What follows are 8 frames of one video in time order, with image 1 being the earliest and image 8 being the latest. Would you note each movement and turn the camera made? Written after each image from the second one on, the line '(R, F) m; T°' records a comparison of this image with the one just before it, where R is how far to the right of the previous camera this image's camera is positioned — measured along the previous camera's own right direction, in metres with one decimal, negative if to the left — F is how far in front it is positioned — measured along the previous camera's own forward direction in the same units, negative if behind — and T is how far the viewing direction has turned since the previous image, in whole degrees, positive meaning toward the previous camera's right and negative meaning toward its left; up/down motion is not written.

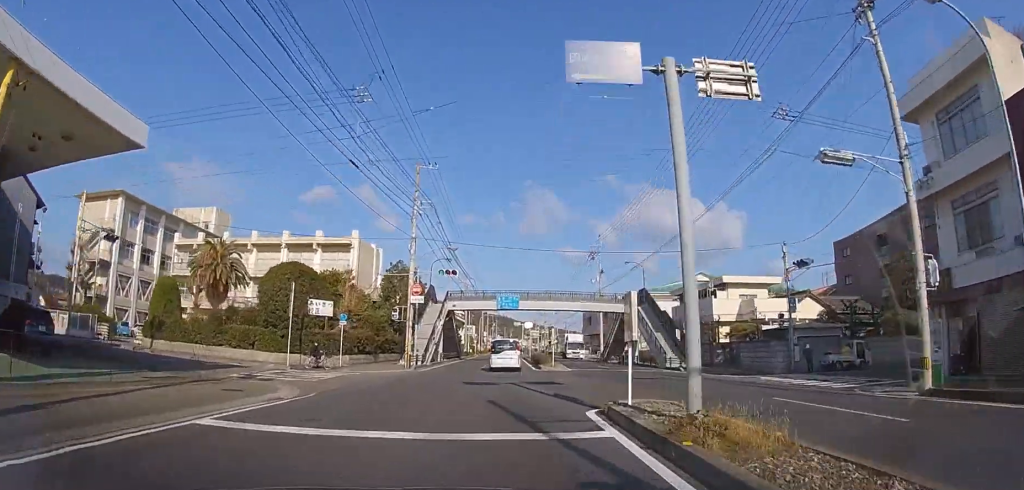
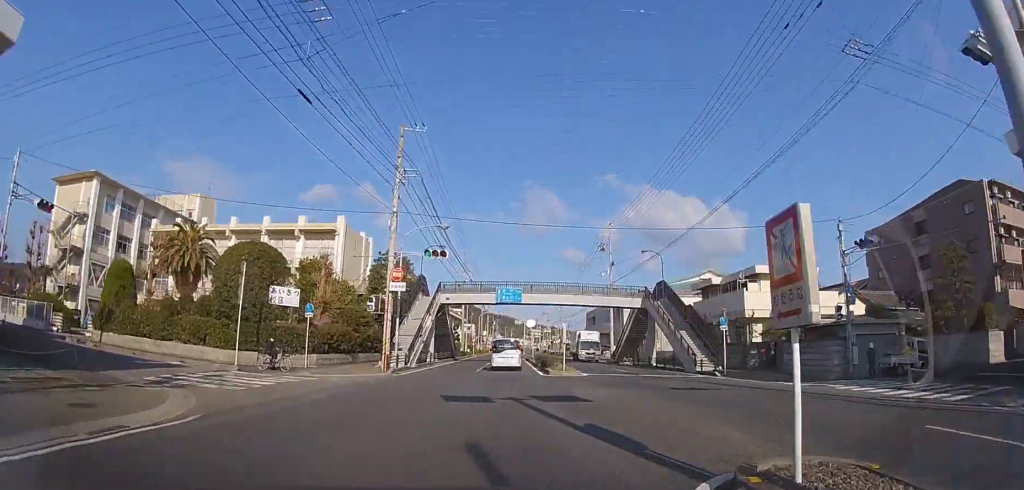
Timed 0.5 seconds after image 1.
(0.0, +5.8) m; 0°
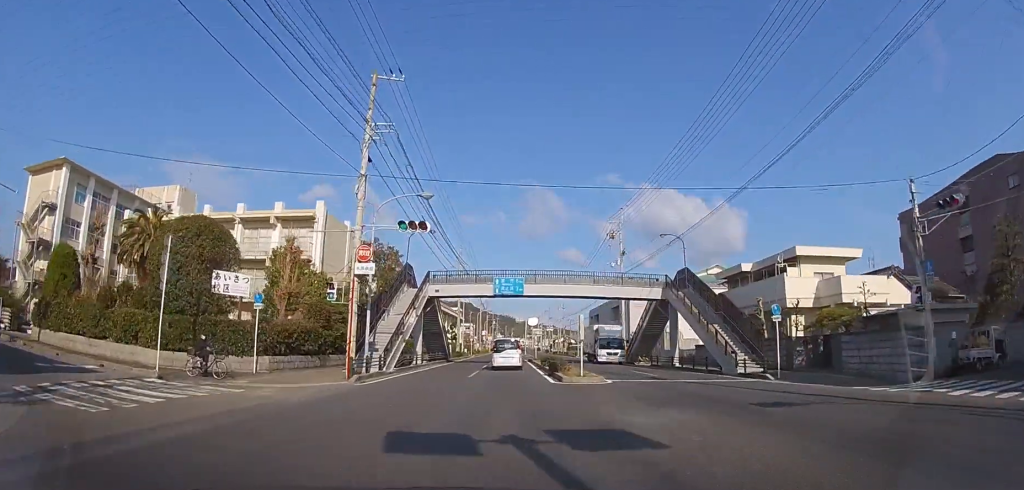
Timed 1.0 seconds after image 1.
(0.0, +5.5) m; 0°
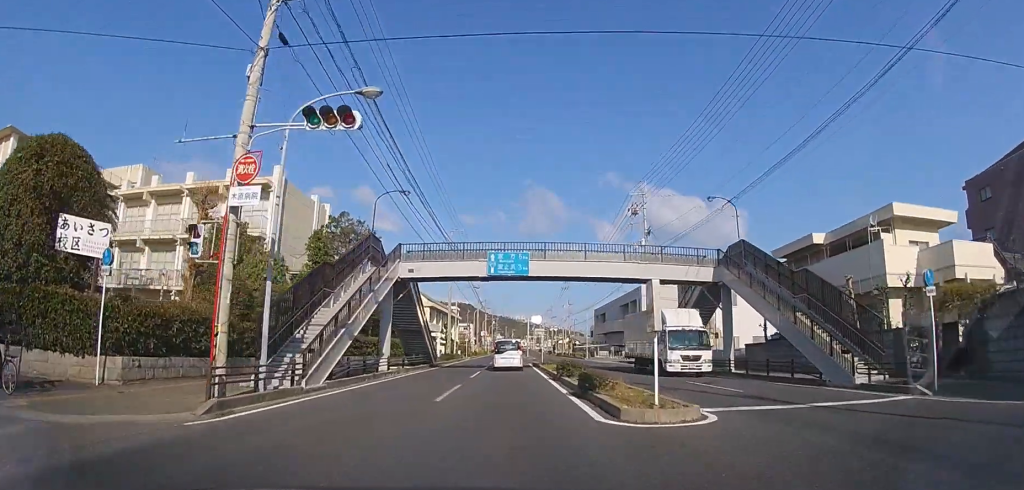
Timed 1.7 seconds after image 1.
(0.0, +9.1) m; 0°
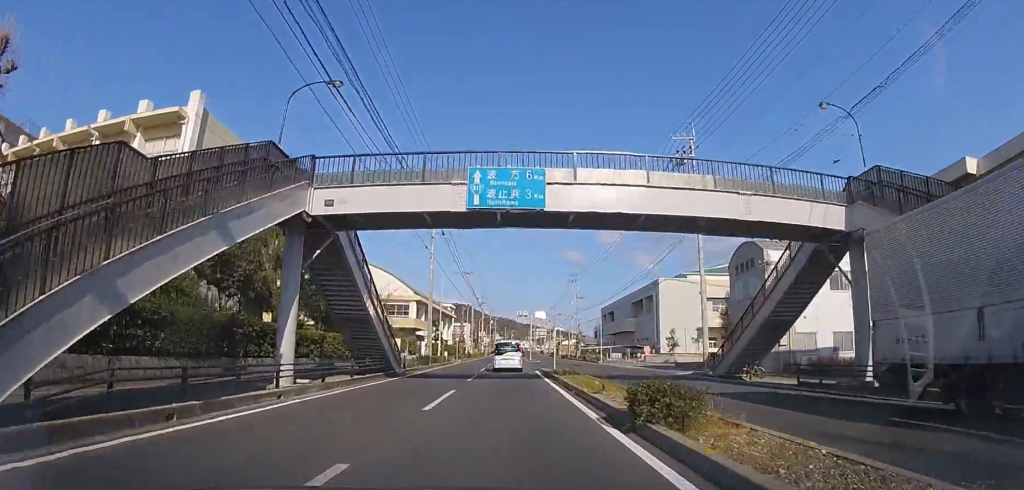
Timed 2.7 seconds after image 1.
(0.0, +11.6) m; 0°
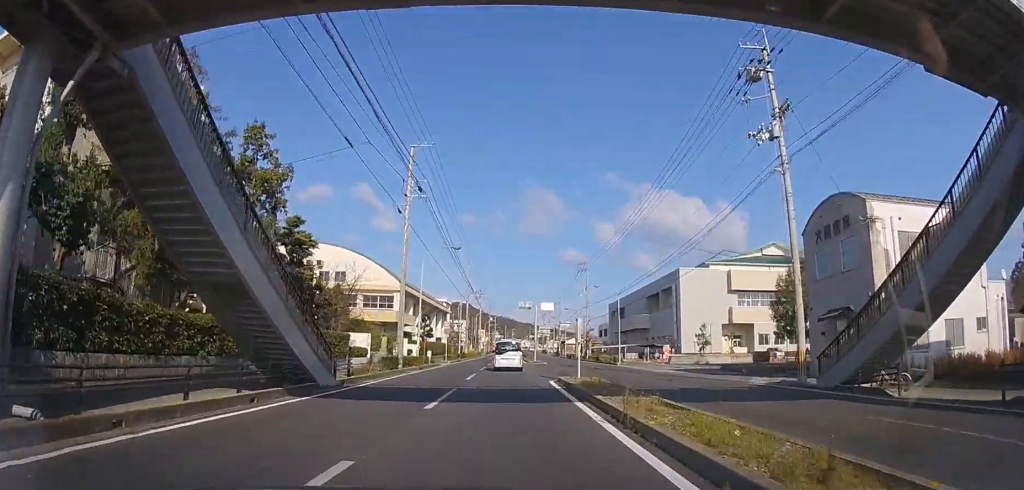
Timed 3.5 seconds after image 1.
(+0.1, +10.3) m; 0°
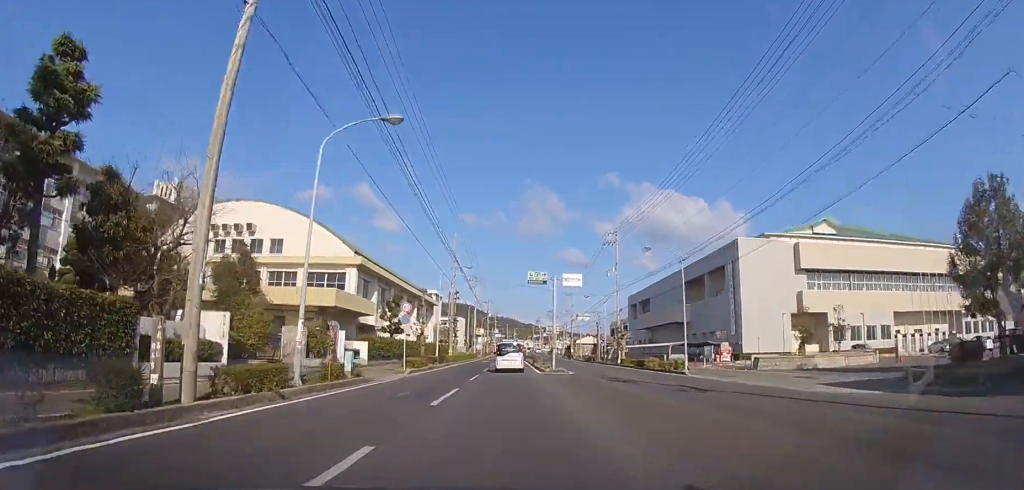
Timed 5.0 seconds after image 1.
(-0.2, +19.1) m; -1°
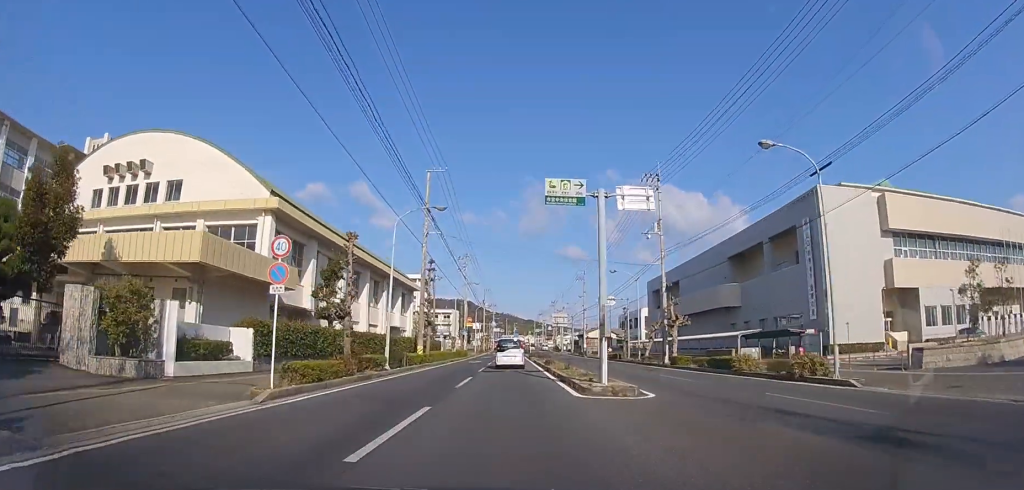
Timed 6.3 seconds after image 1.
(0.0, +16.1) m; 0°
